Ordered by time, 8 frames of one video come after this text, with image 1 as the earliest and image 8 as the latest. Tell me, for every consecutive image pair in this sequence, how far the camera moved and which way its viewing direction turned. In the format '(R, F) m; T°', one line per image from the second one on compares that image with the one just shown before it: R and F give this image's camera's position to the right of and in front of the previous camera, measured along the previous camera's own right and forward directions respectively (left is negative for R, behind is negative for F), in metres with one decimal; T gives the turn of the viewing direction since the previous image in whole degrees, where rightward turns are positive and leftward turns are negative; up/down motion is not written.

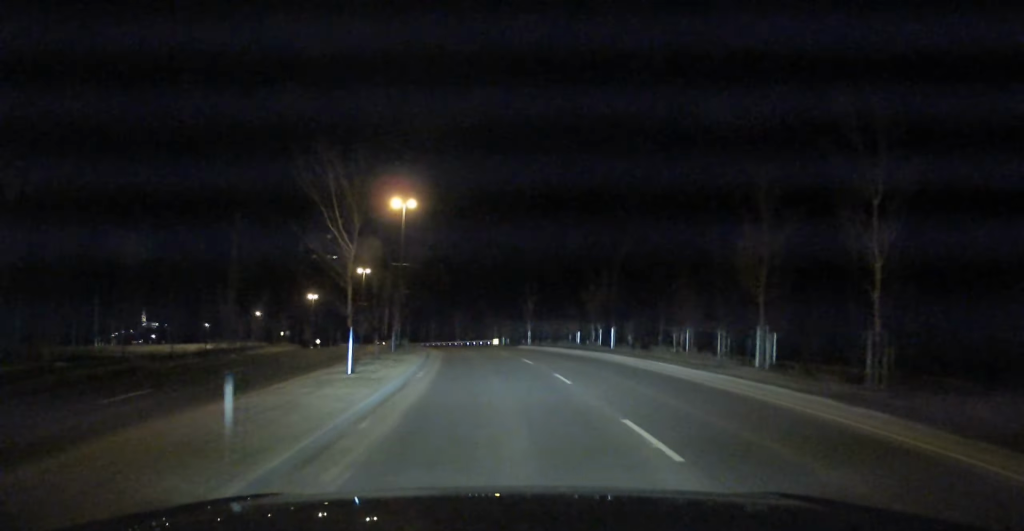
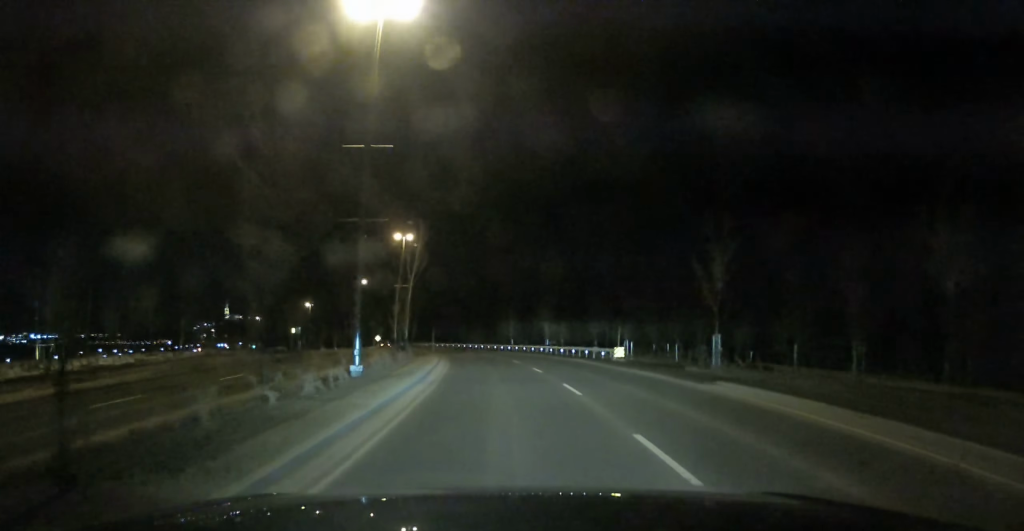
(-1.8, +38.9) m; -7°
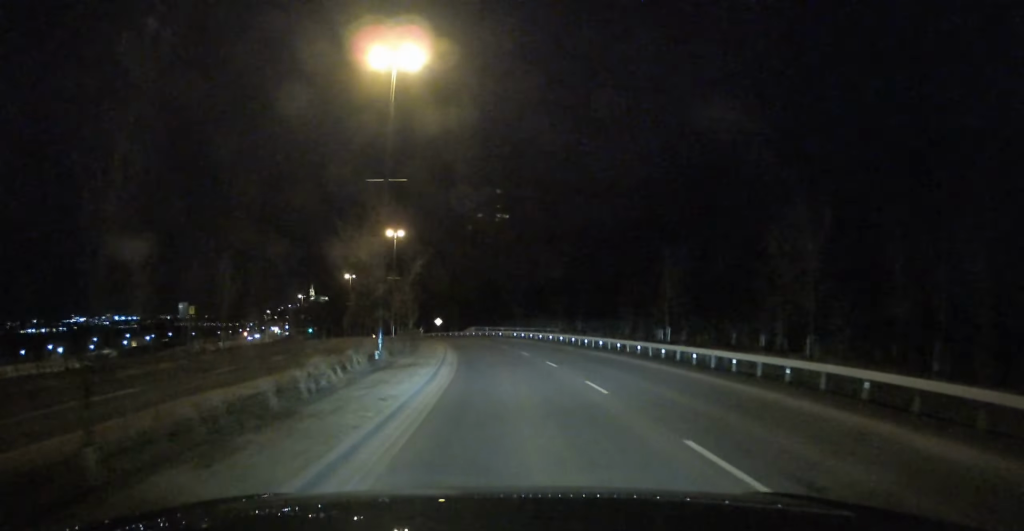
(-4.0, +46.9) m; -9°
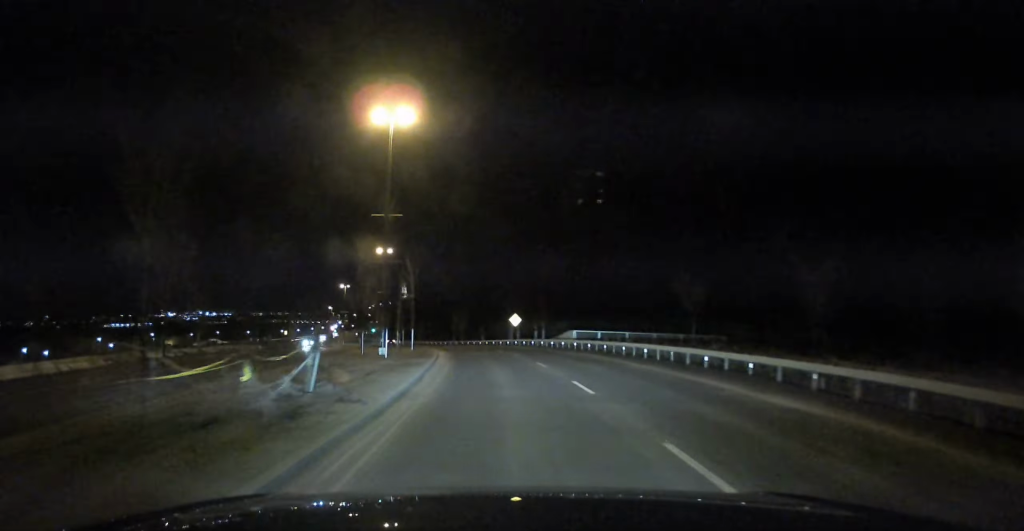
(-2.7, +43.7) m; -8°
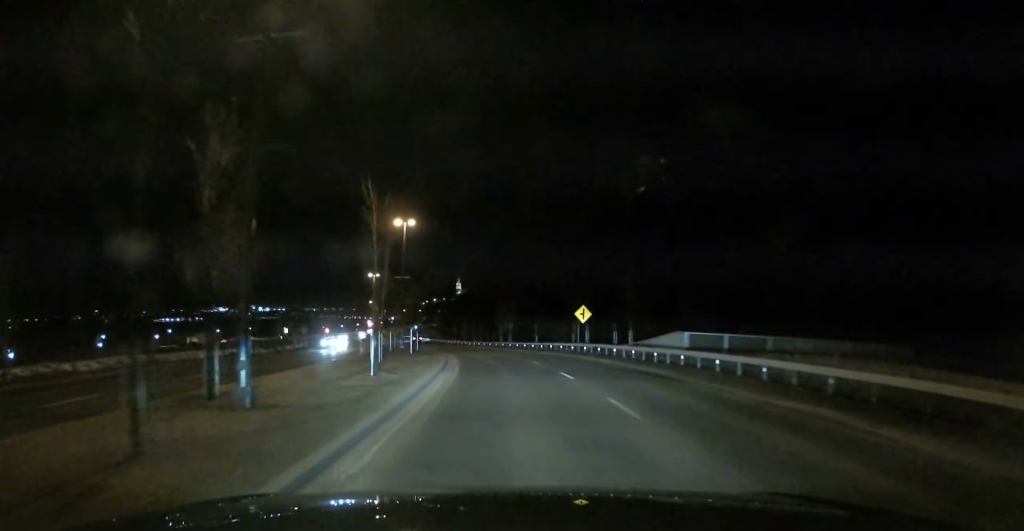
(-1.1, +21.2) m; -4°
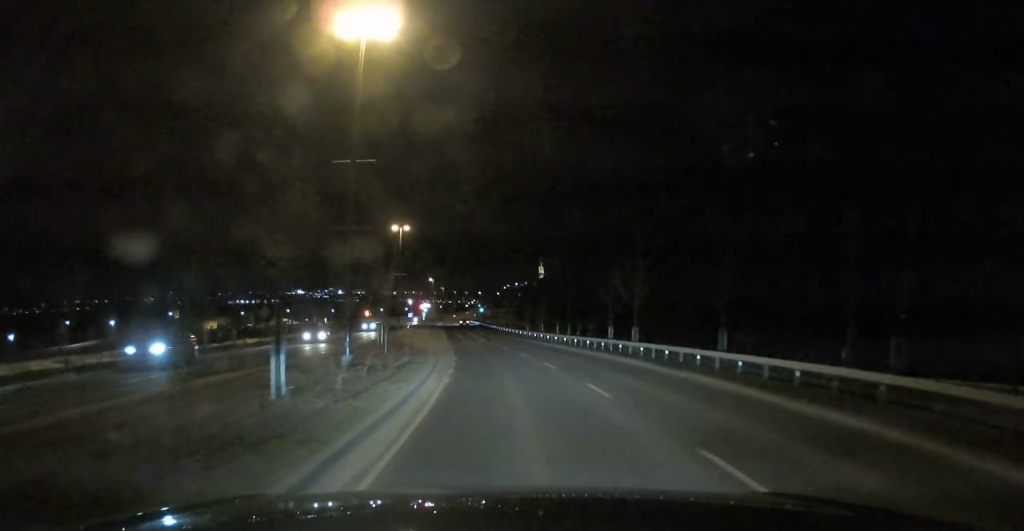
(-2.7, +40.8) m; -7°
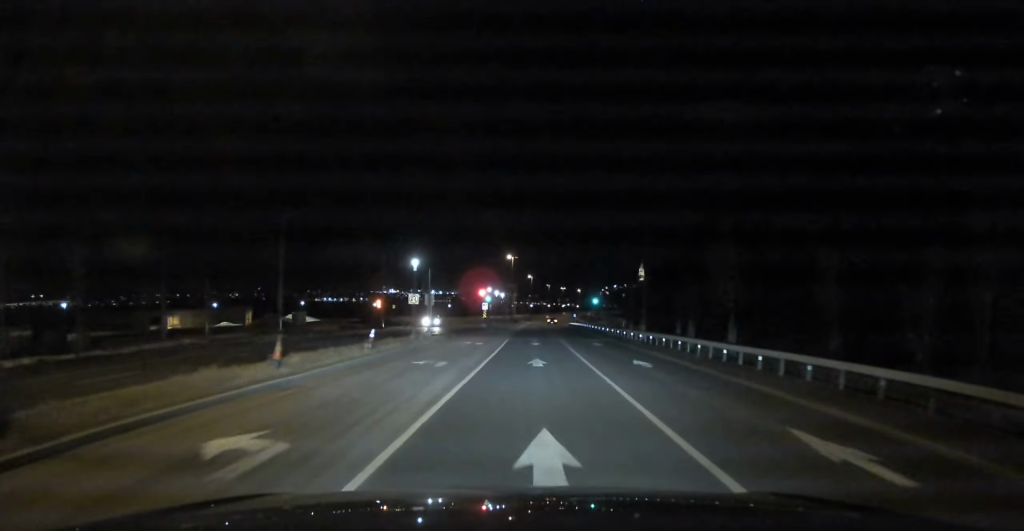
(-5.5, +66.9) m; -7°
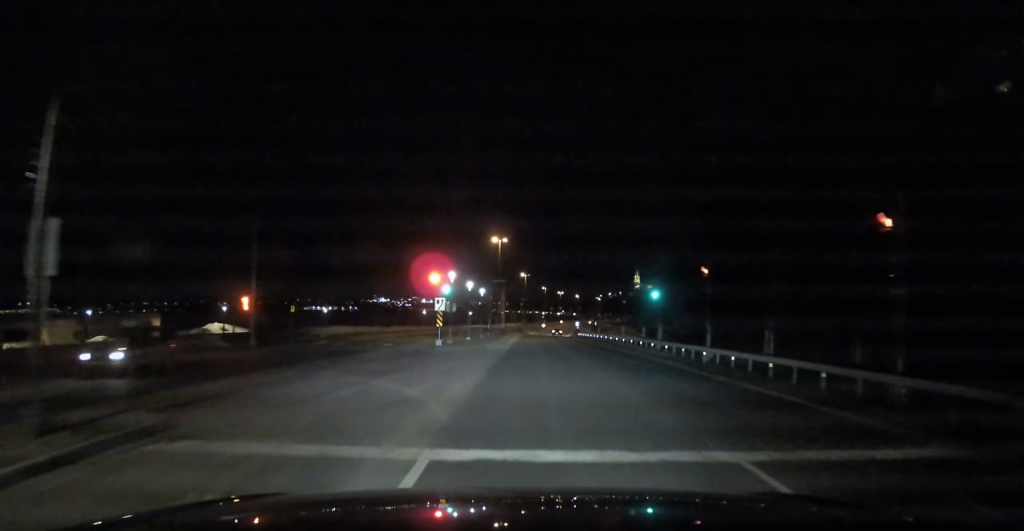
(-0.8, +37.3) m; -1°
